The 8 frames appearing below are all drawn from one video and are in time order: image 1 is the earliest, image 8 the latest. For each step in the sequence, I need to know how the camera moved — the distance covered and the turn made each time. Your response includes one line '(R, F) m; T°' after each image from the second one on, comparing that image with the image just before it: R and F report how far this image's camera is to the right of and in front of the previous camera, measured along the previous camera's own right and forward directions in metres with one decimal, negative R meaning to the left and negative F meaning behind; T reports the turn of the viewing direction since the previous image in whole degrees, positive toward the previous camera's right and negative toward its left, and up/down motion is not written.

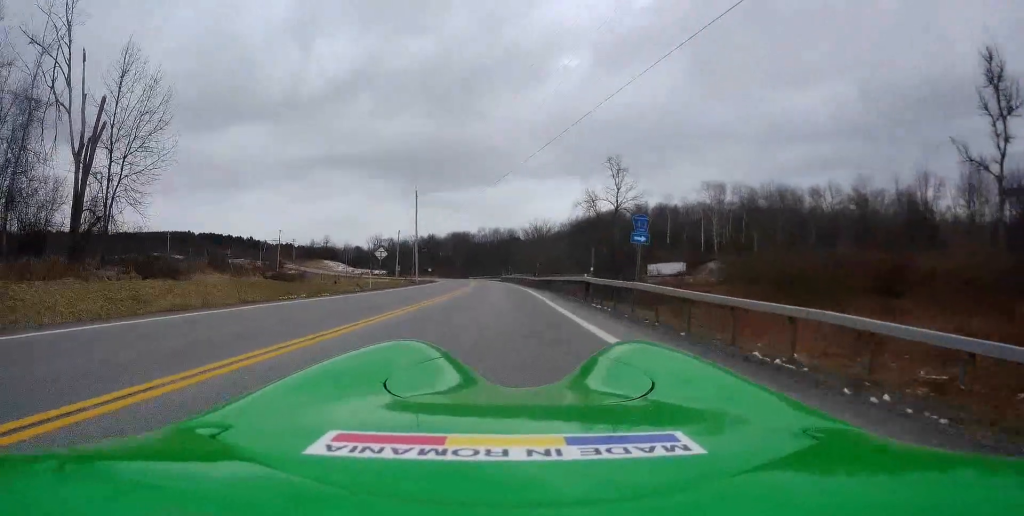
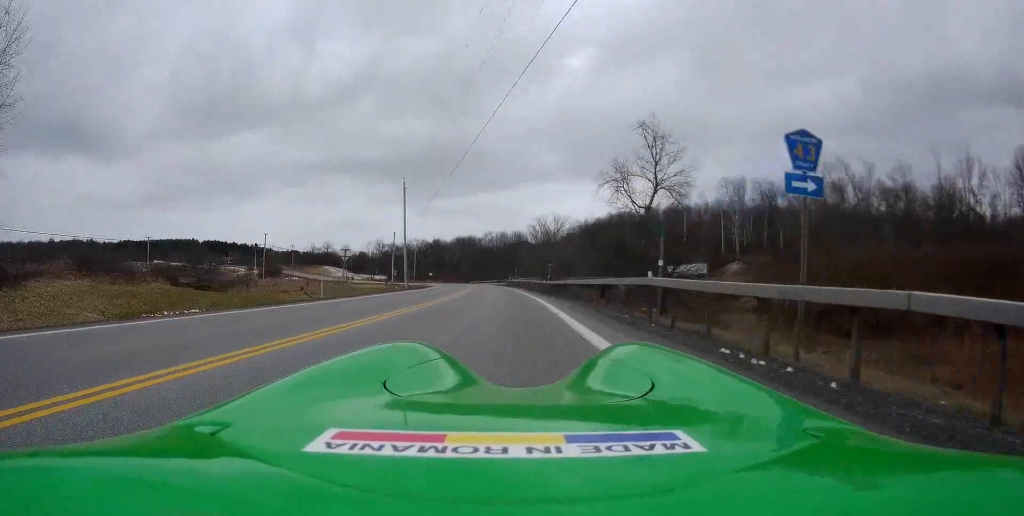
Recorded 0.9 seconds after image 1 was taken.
(0.0, +11.2) m; 0°
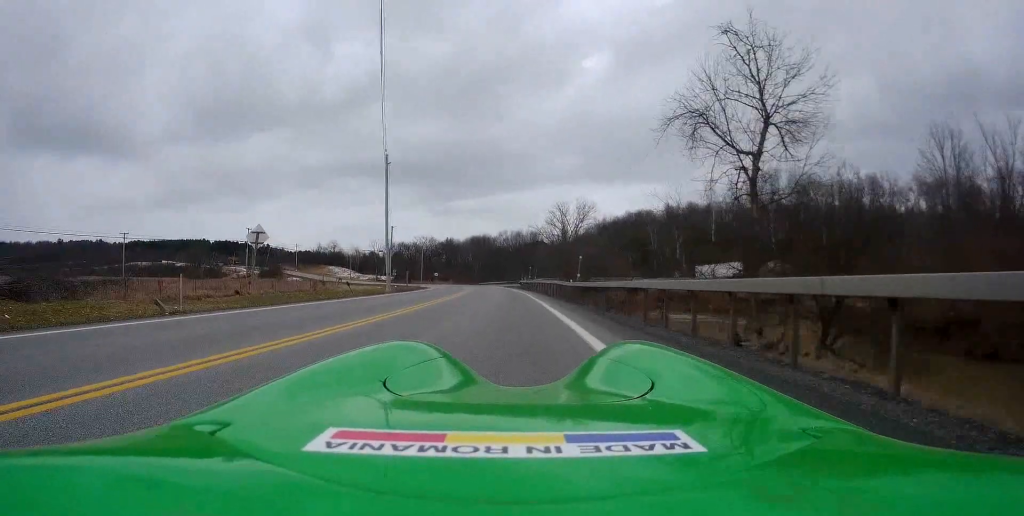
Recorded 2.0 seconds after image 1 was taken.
(0.0, +13.7) m; 0°
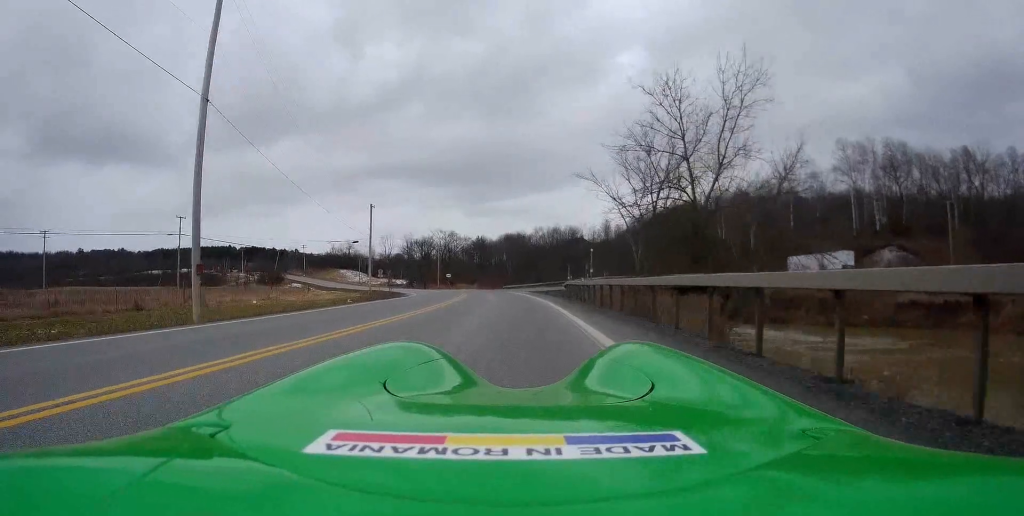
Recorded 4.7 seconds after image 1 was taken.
(-1.0, +31.7) m; -5°
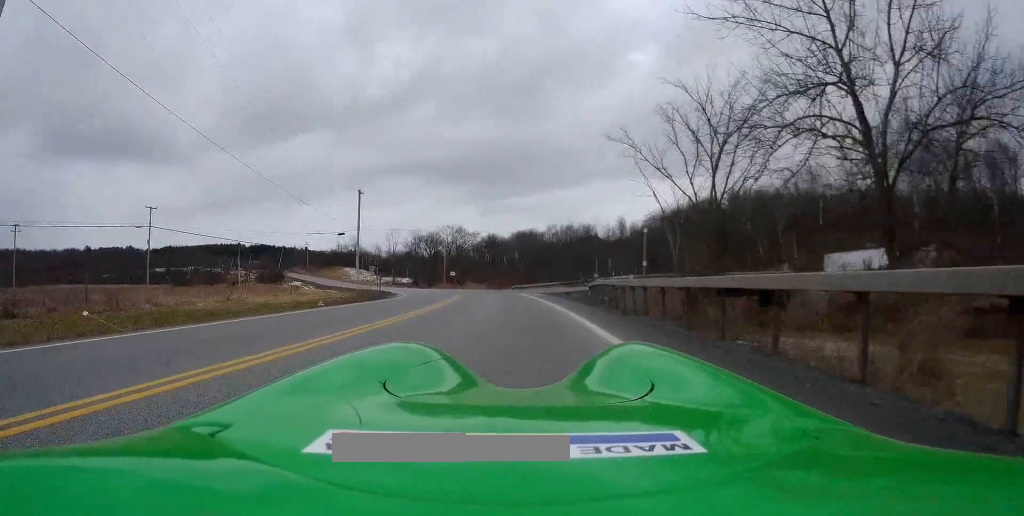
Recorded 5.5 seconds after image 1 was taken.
(0.0, +9.2) m; -2°
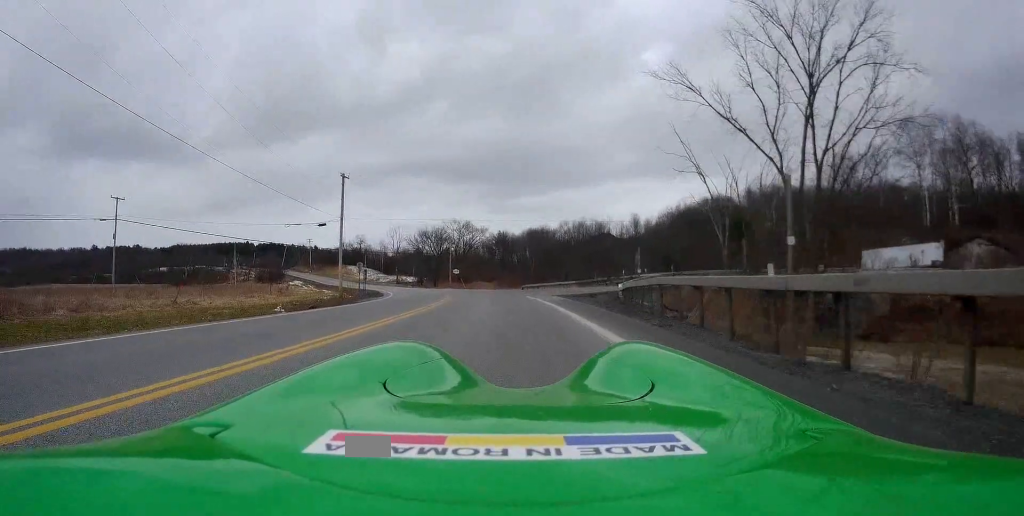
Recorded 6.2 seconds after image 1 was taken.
(-0.2, +8.5) m; 0°
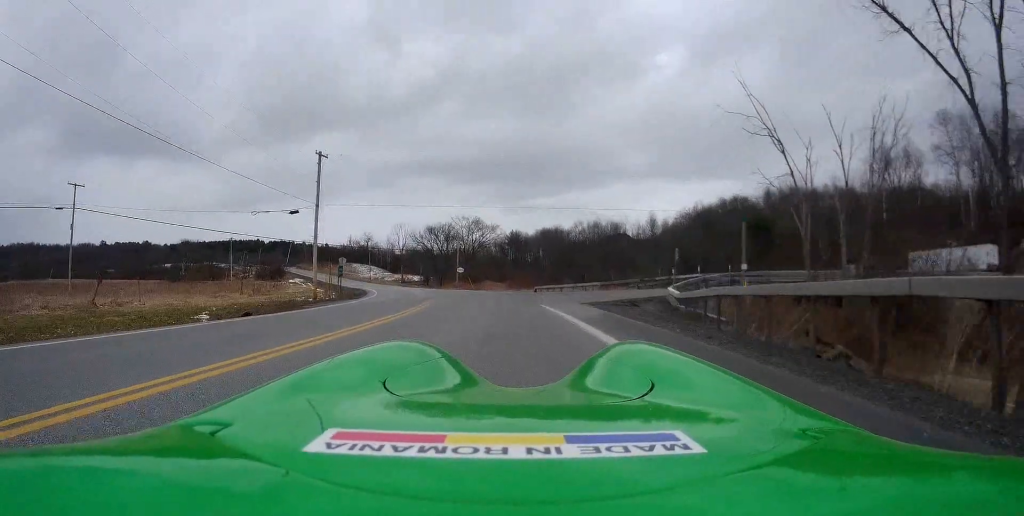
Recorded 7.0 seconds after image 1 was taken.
(0.0, +8.5) m; +3°
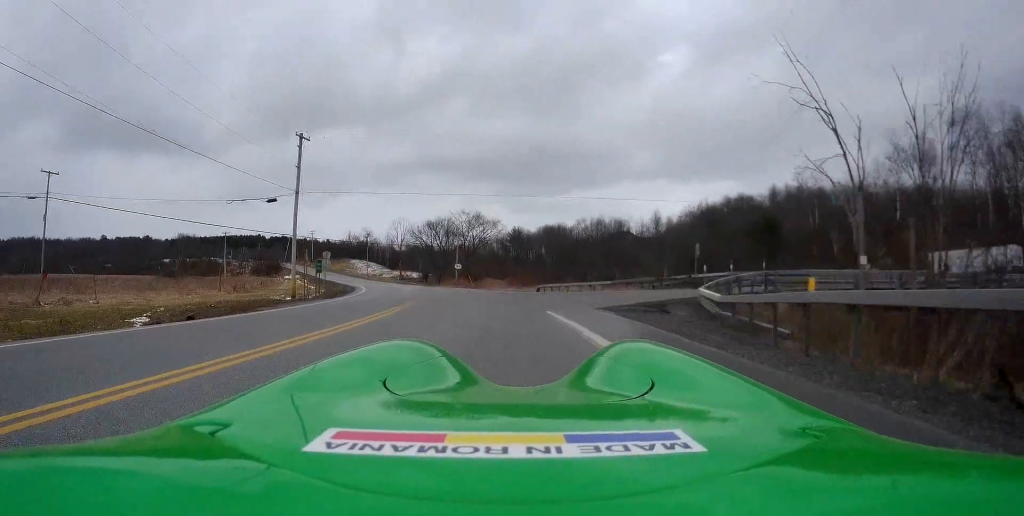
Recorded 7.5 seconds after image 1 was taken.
(+0.3, +4.2) m; +2°
